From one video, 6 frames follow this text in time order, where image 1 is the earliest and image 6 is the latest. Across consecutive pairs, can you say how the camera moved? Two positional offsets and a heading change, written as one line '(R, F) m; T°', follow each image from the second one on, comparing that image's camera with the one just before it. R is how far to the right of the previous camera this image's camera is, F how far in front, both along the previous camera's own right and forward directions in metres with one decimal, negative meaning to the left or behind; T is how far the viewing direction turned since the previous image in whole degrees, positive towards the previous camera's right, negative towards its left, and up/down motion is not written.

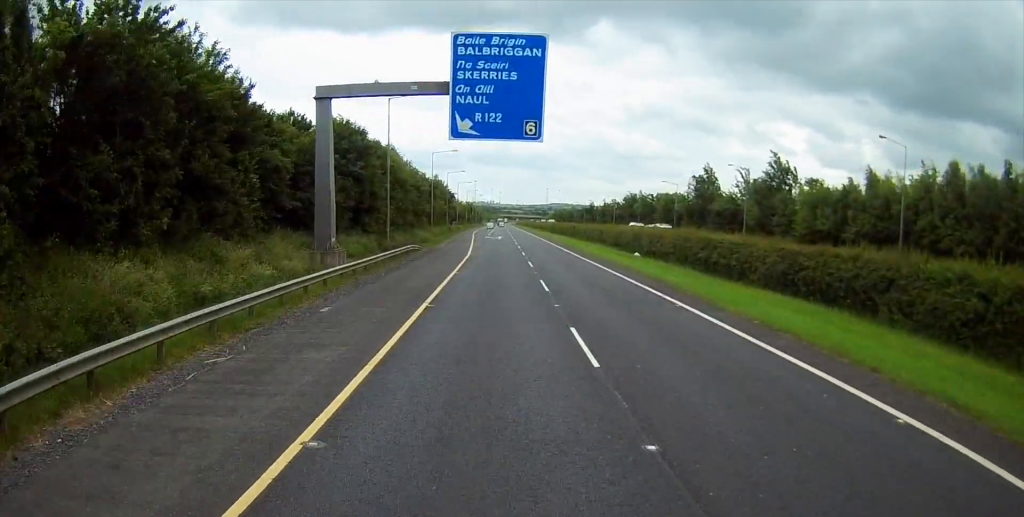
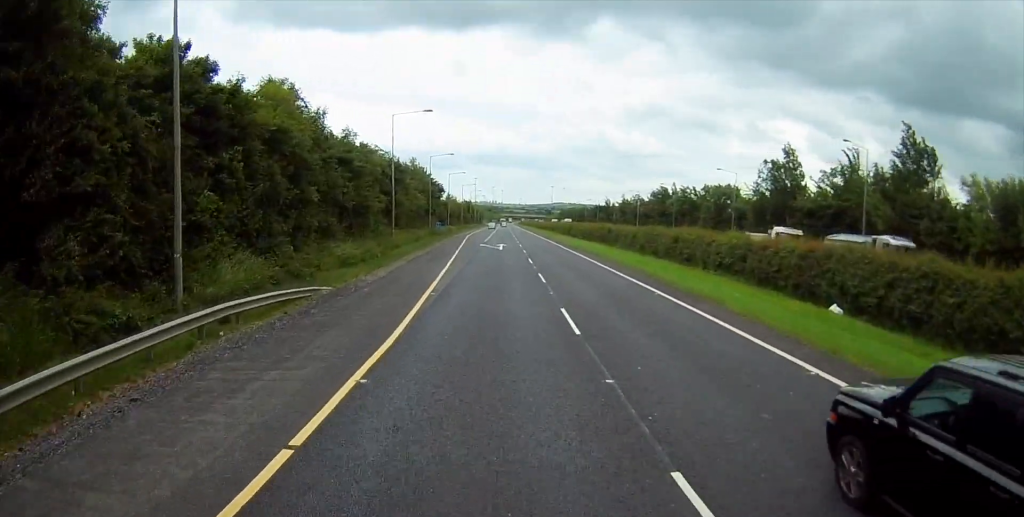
(-0.5, +32.7) m; 0°
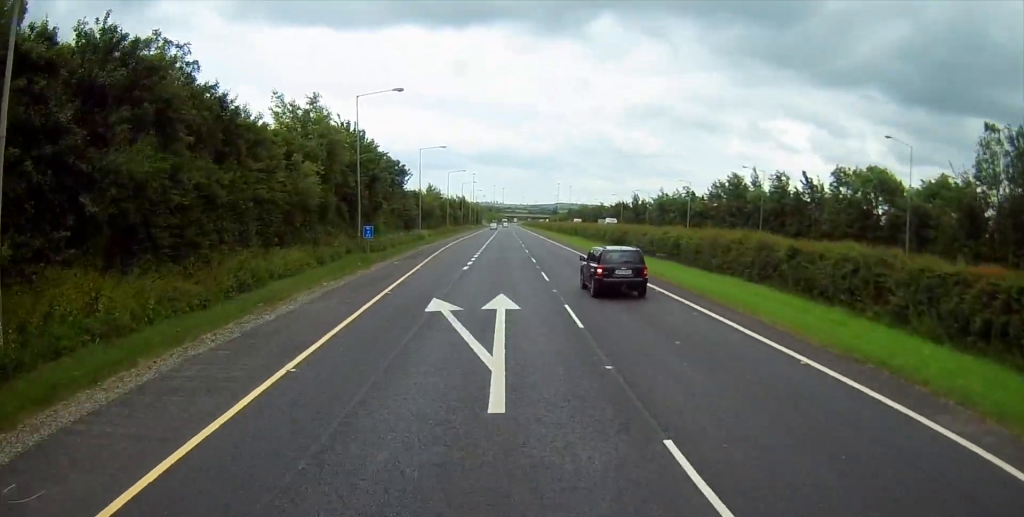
(0.0, +46.8) m; -1°
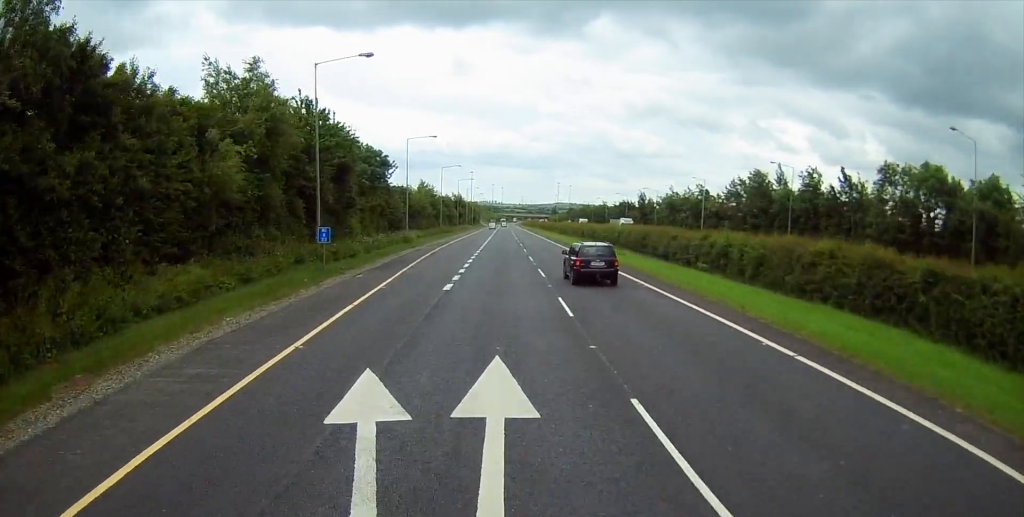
(+0.1, +10.1) m; 0°
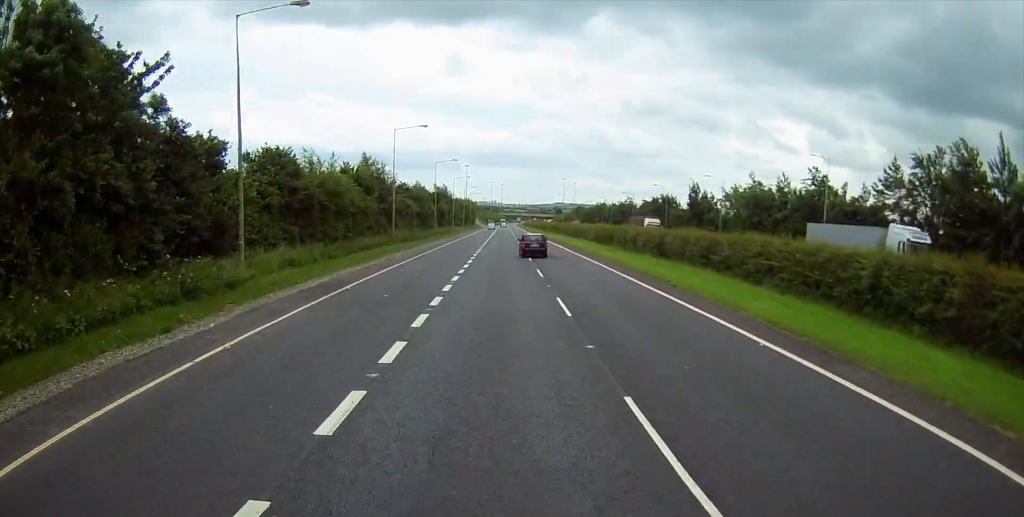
(+0.4, +47.5) m; +1°
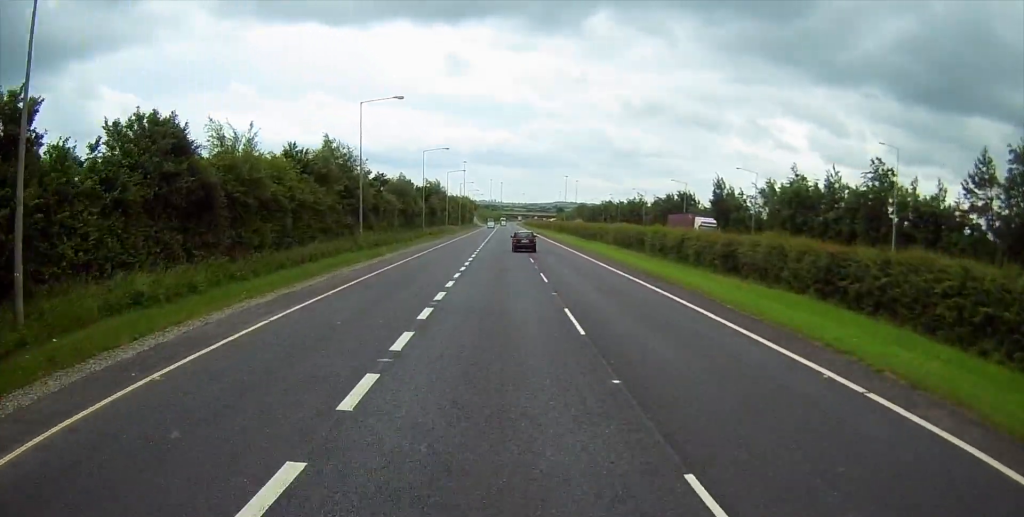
(0.0, +14.9) m; 0°
